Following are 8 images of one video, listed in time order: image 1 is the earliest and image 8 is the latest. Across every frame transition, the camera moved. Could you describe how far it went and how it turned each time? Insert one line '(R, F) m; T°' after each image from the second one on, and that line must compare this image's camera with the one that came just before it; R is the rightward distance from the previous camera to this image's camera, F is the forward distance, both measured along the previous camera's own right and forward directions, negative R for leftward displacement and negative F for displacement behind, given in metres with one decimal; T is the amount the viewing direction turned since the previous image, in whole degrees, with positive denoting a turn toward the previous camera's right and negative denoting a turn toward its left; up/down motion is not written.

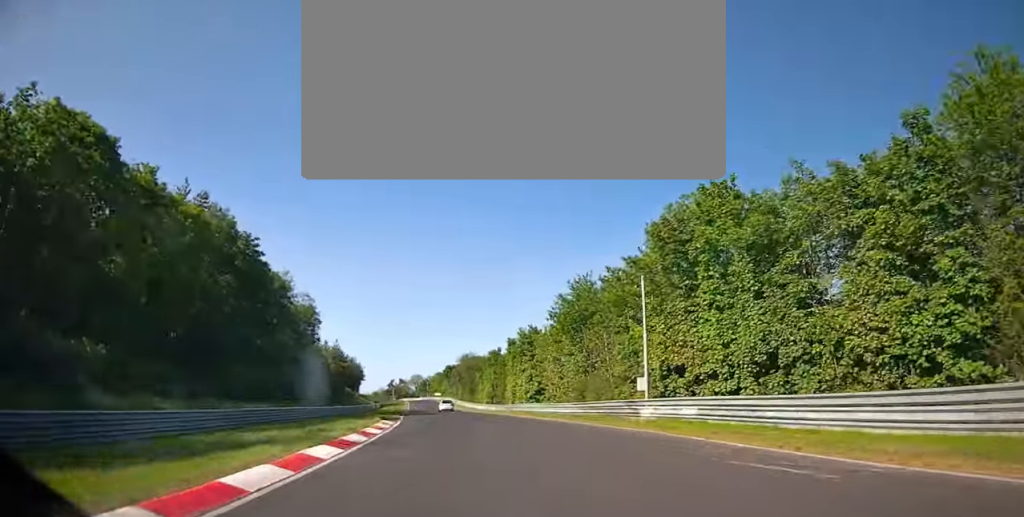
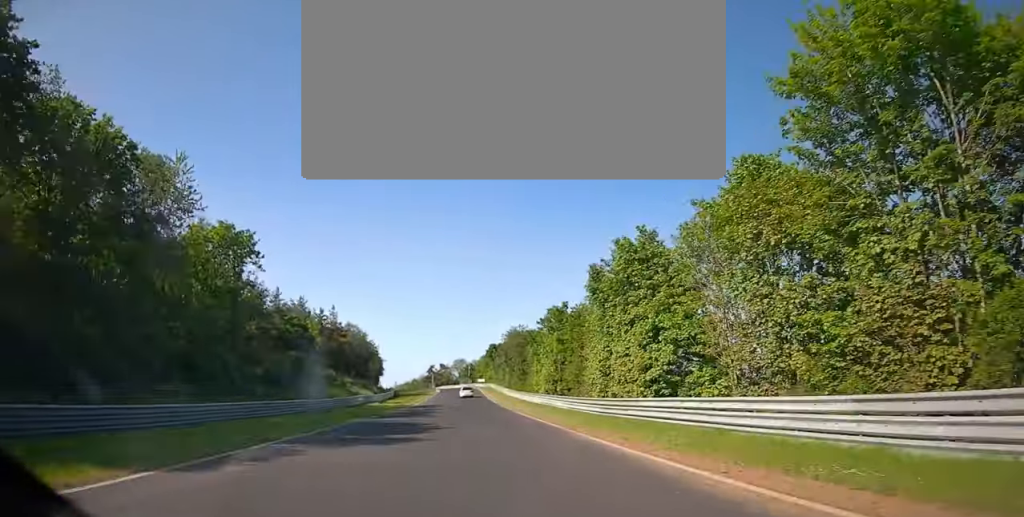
(-1.4, +37.0) m; -4°
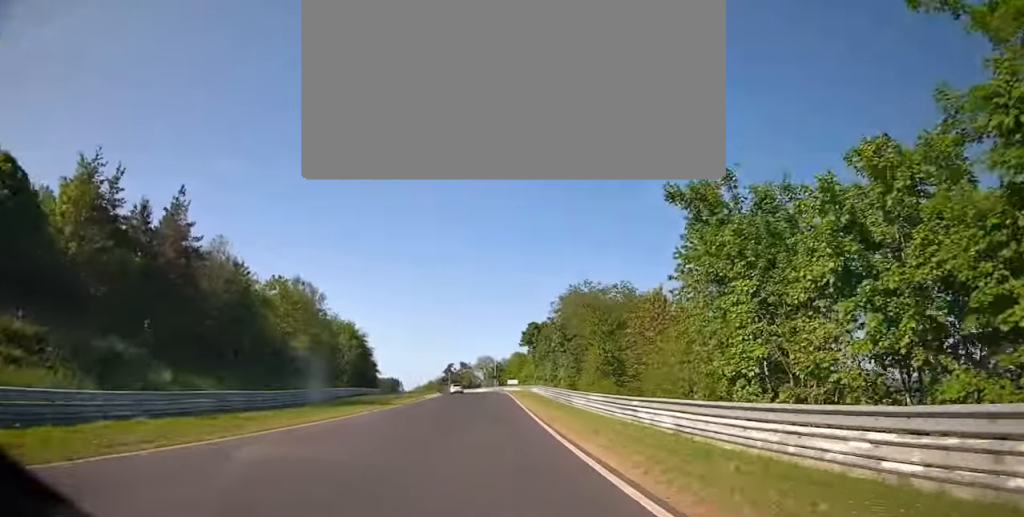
(-2.4, +56.7) m; -4°
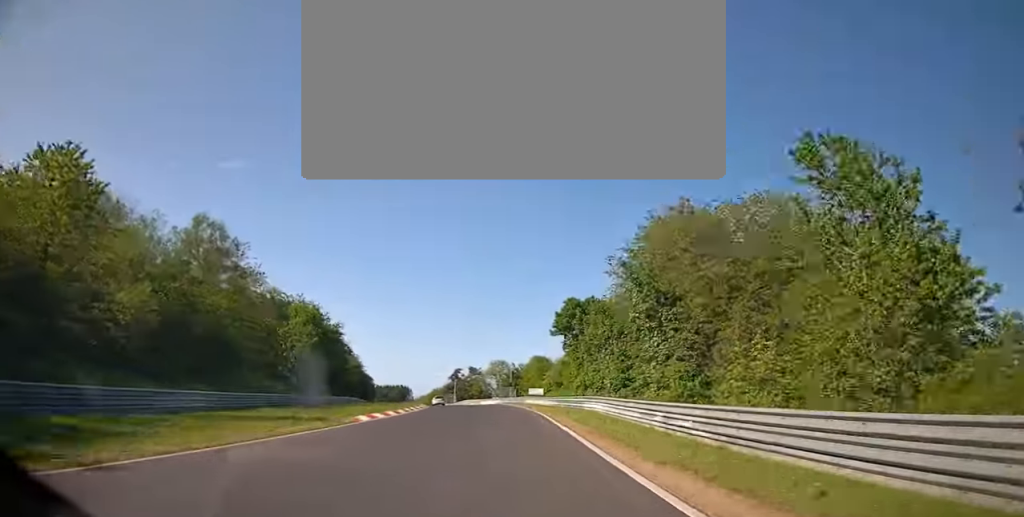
(-0.6, +33.7) m; -2°
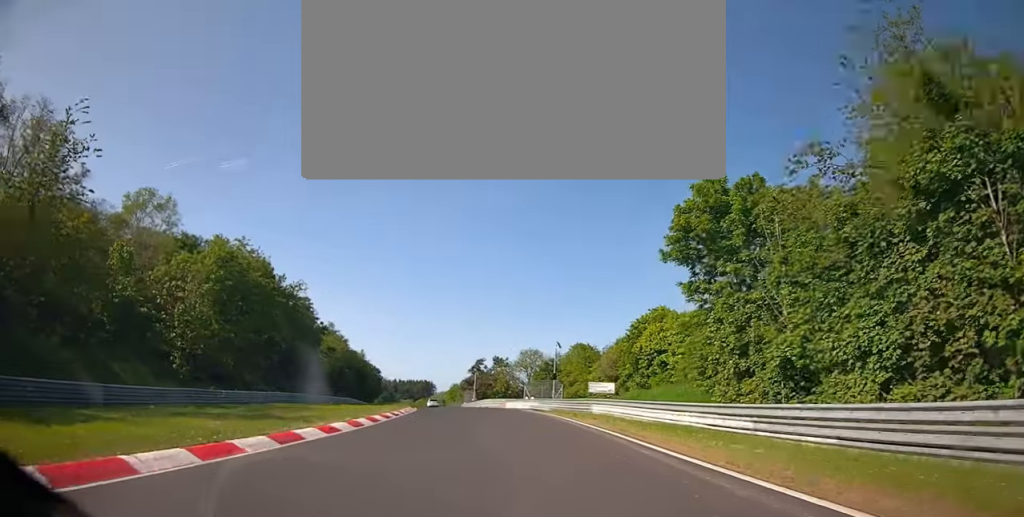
(-0.7, +34.0) m; -3°
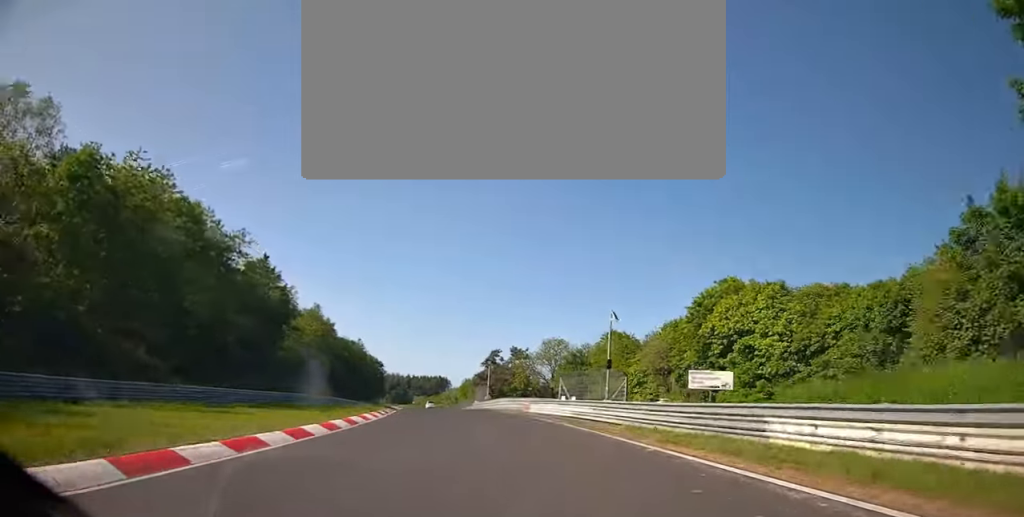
(-0.4, +21.5) m; -2°
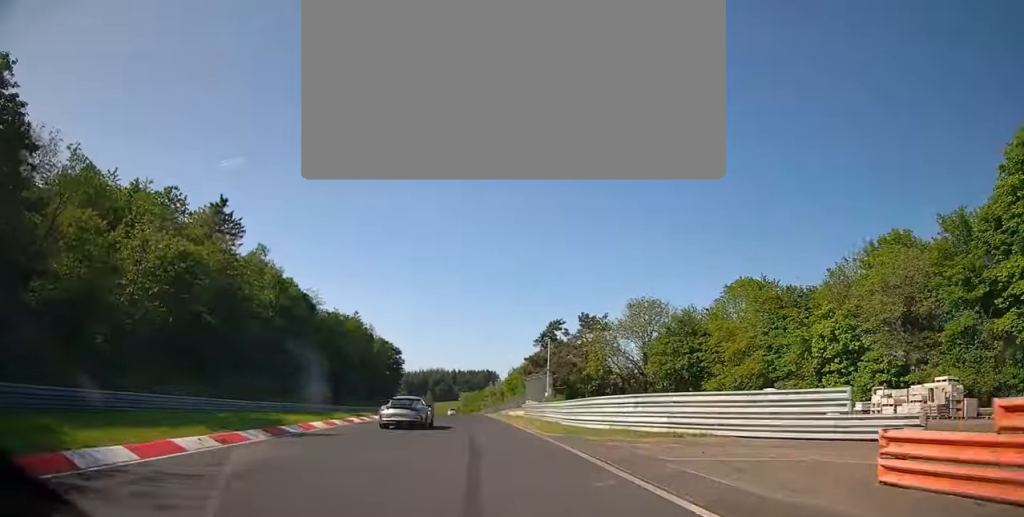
(-1.5, +42.9) m; -4°
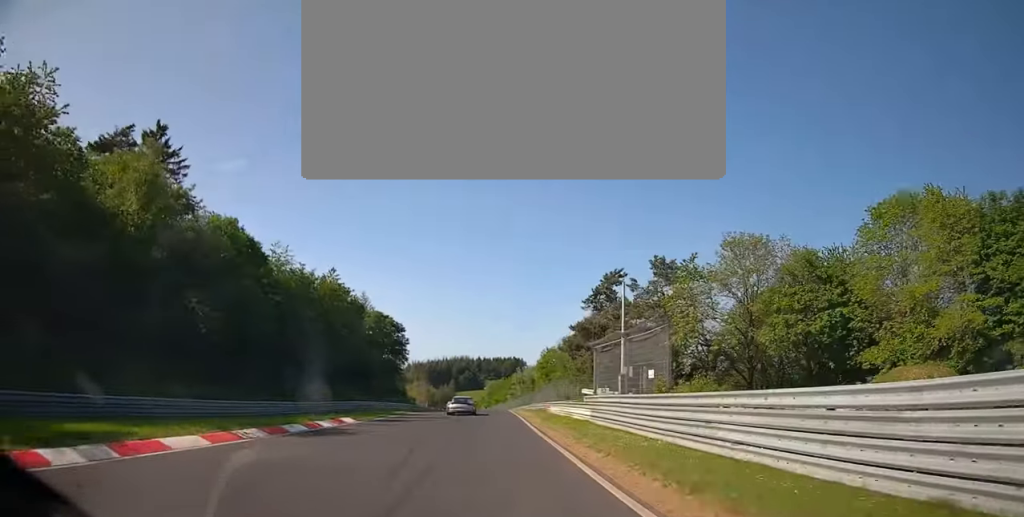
(-0.7, +26.5) m; -2°
